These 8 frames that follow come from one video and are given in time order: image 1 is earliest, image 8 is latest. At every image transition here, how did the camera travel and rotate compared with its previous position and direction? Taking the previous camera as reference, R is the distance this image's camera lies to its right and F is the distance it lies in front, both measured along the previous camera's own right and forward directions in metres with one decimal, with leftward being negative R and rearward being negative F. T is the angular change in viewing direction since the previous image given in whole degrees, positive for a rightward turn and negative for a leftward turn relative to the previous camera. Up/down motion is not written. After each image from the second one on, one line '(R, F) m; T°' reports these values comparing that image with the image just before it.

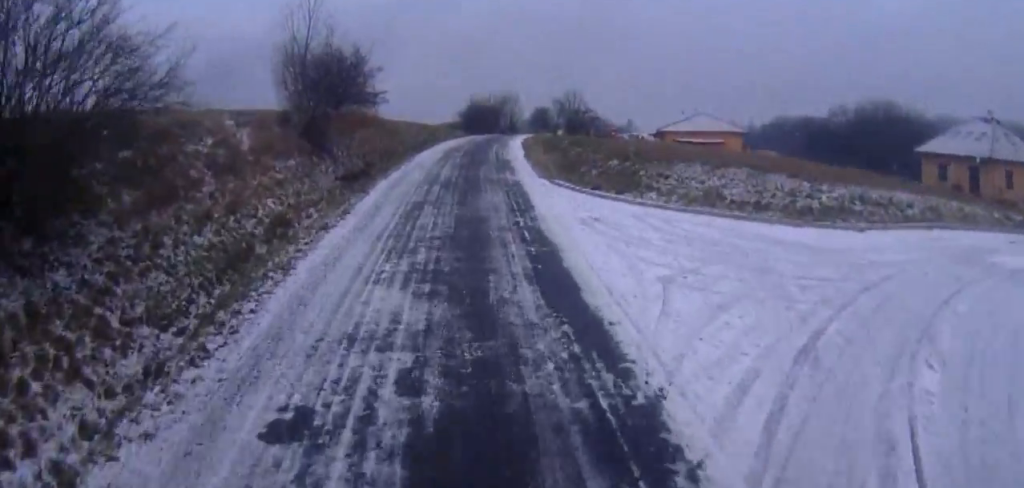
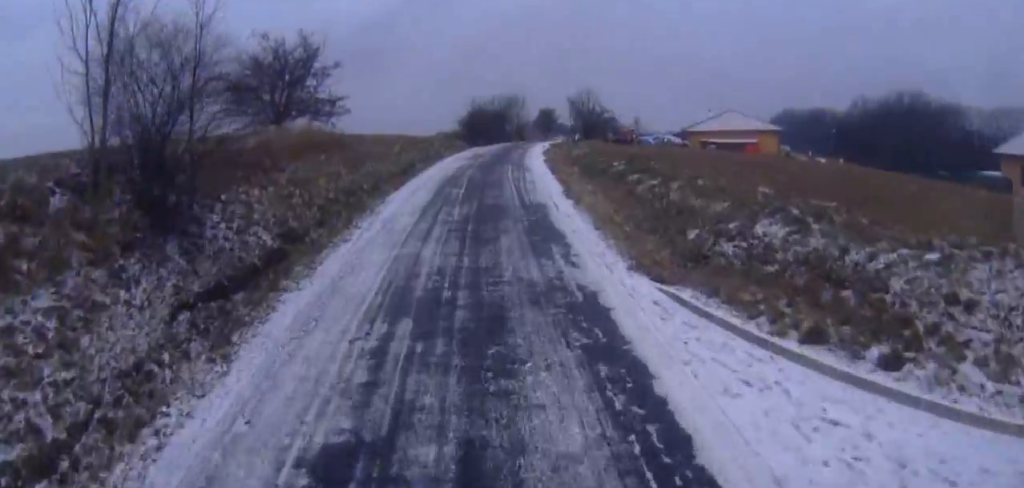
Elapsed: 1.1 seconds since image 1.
(+0.1, +12.2) m; 0°
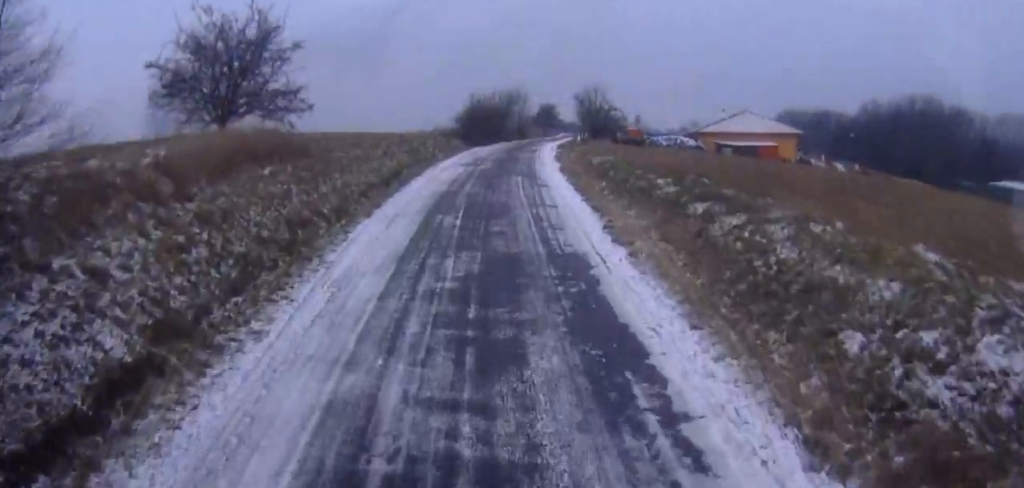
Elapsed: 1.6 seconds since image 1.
(0.0, +6.1) m; 0°
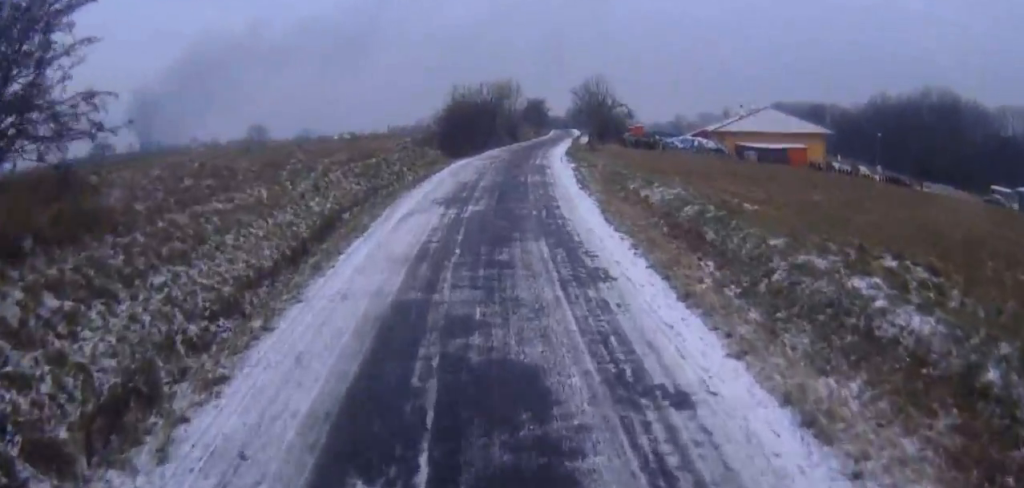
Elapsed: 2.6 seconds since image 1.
(0.0, +11.2) m; +1°
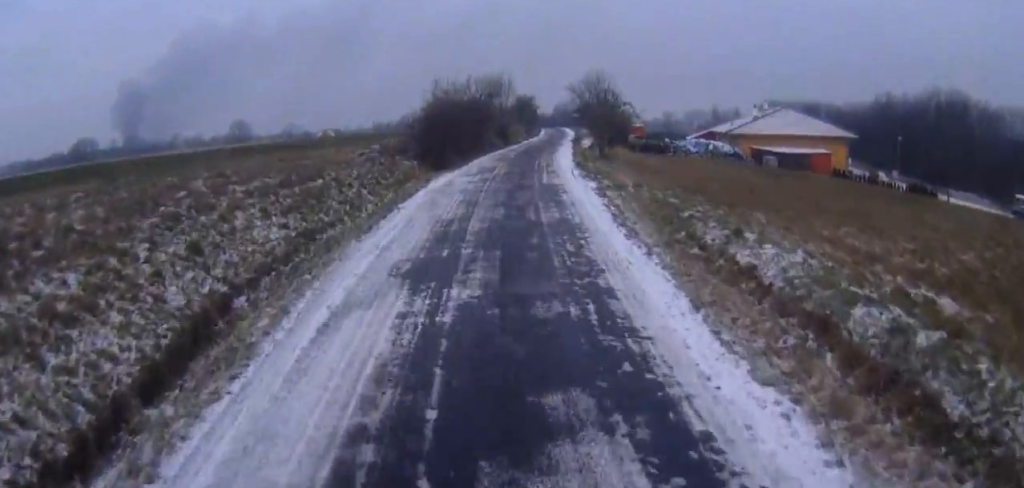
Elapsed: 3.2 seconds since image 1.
(0.0, +7.9) m; +2°
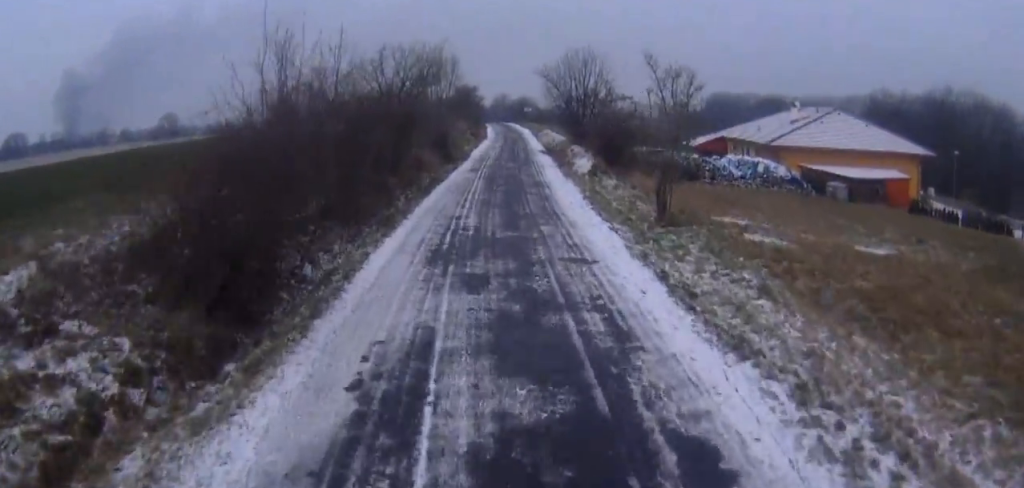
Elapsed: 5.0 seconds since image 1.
(+1.5, +21.5) m; +7°
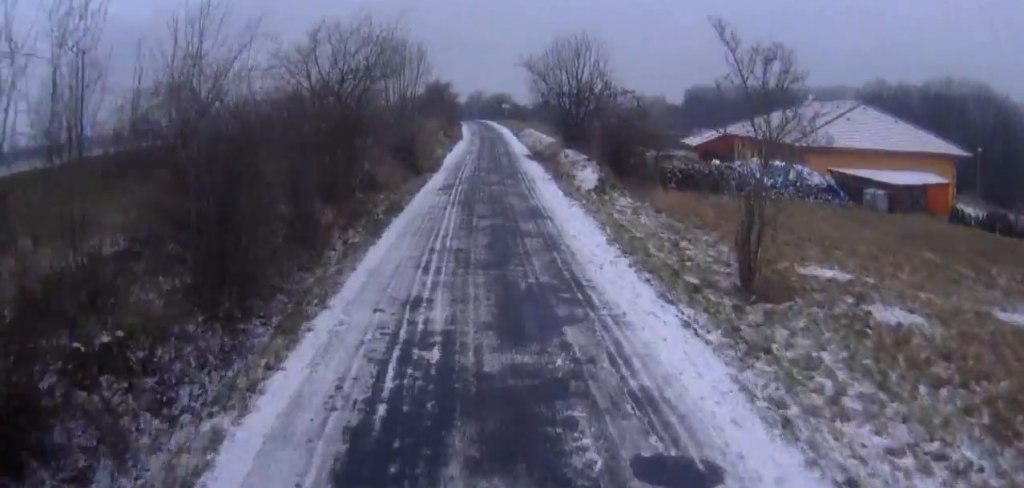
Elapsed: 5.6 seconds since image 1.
(+0.1, +7.1) m; +1°
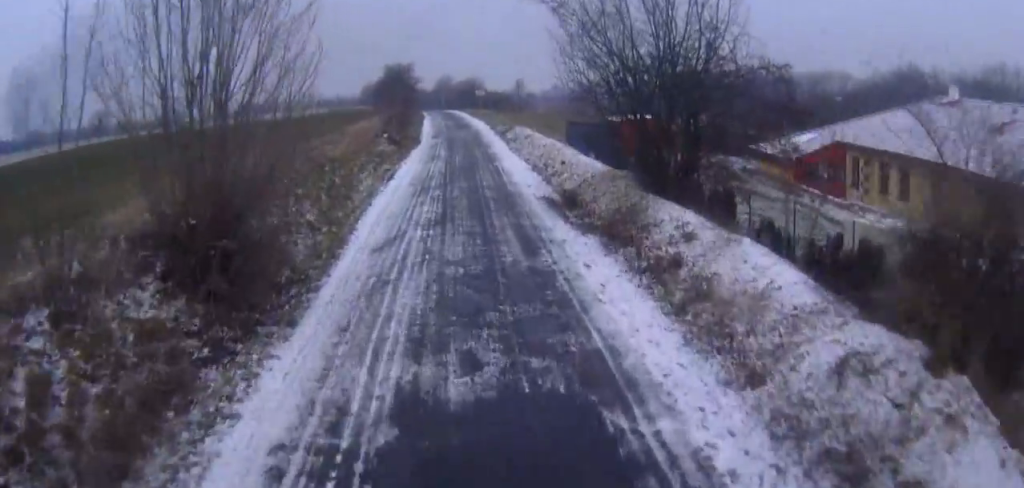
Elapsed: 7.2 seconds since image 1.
(+0.2, +21.0) m; +1°
